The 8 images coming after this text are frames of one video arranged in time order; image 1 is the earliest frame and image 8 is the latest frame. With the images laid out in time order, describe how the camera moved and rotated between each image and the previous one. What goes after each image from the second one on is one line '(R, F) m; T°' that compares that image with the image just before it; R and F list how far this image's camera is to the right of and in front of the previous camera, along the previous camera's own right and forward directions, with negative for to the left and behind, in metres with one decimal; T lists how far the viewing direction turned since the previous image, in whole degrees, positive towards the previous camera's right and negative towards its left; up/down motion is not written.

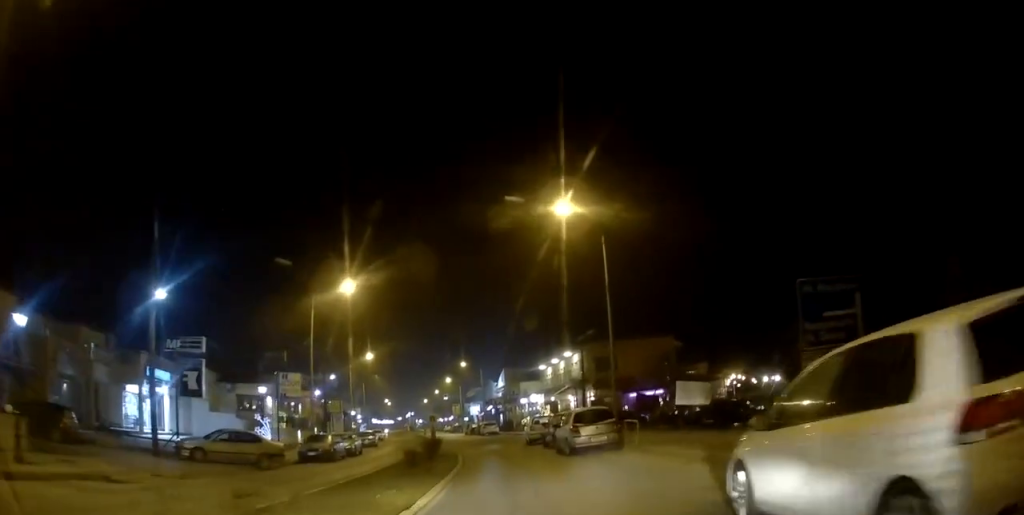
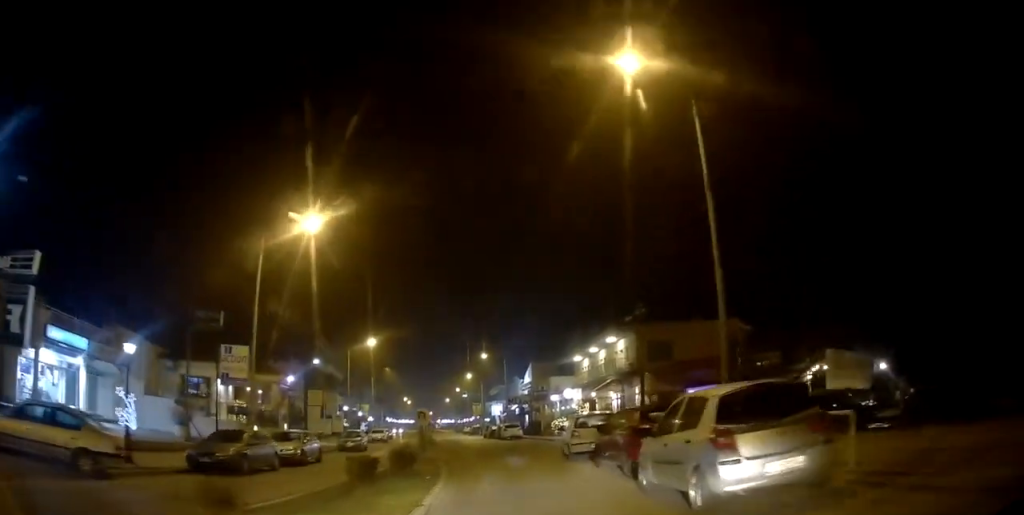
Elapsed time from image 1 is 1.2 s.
(-0.4, +11.7) m; -1°
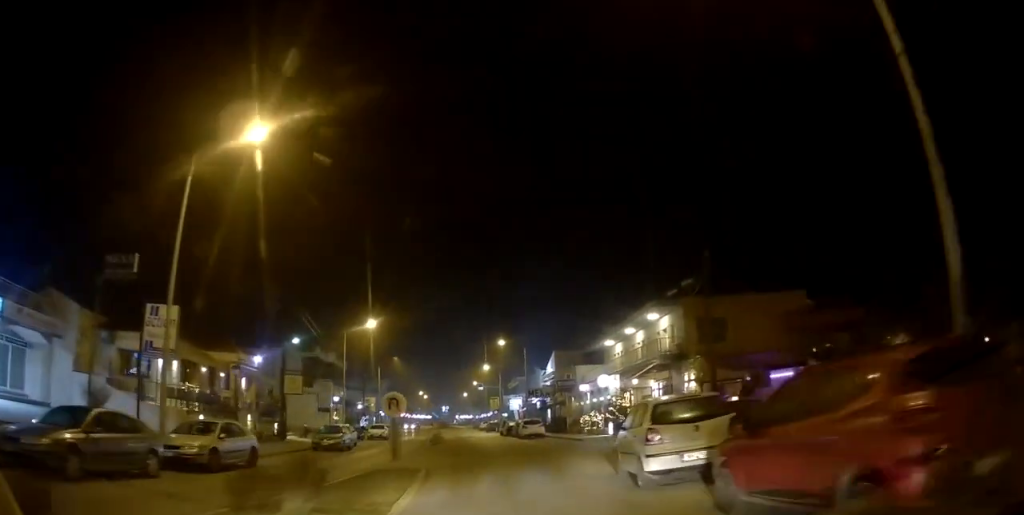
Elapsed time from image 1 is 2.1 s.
(+0.1, +8.2) m; -3°
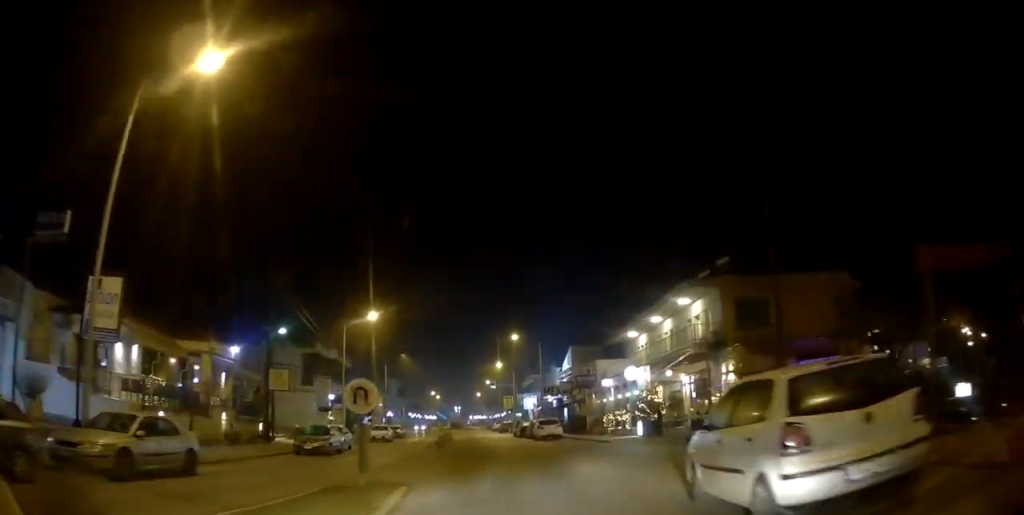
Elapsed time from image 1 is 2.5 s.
(+0.1, +4.3) m; -2°
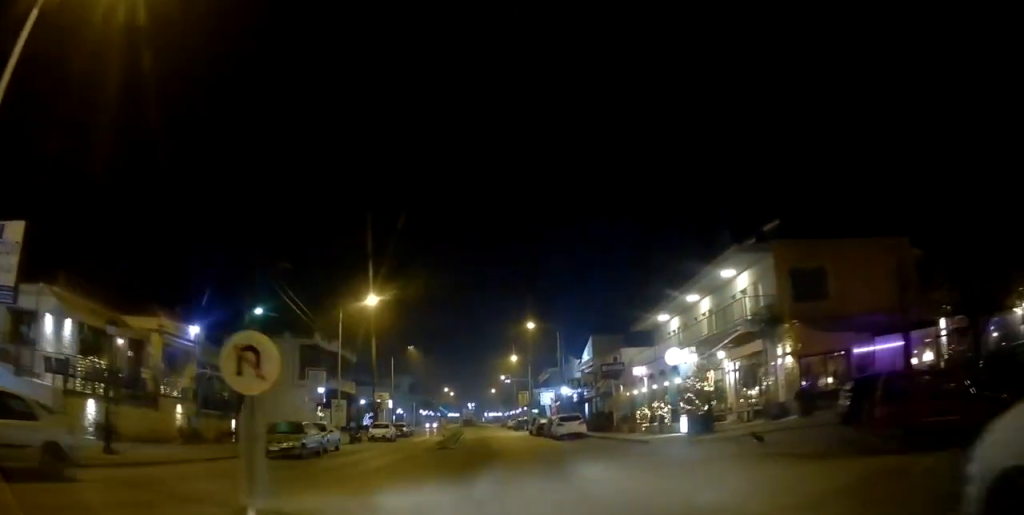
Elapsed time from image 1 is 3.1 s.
(-0.5, +5.1) m; -1°
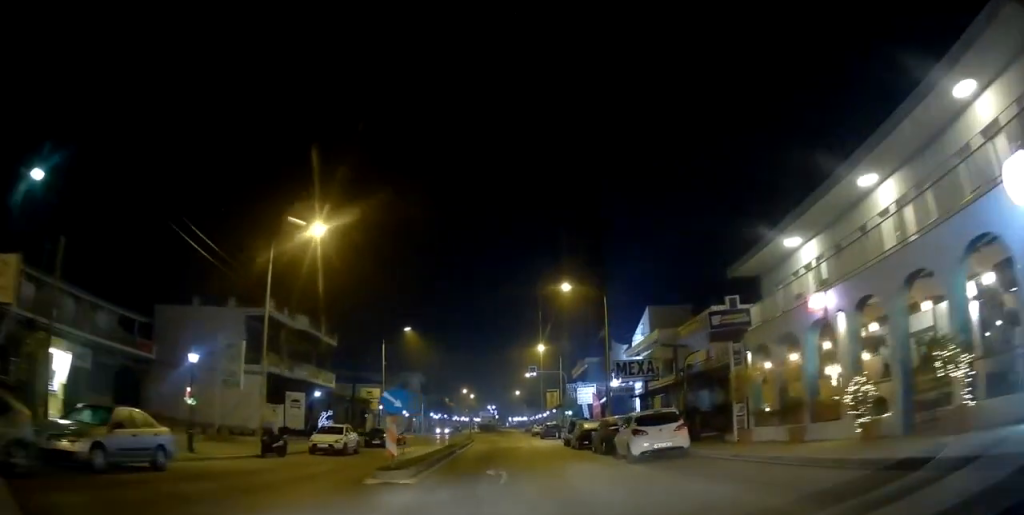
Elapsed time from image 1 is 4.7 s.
(+0.1, +16.7) m; 0°
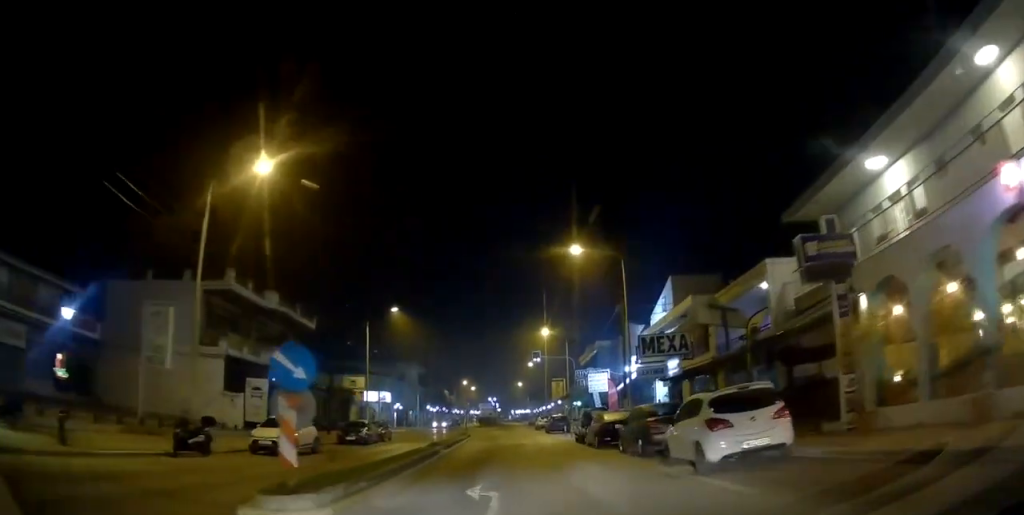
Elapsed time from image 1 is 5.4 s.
(-0.2, +6.5) m; -1°
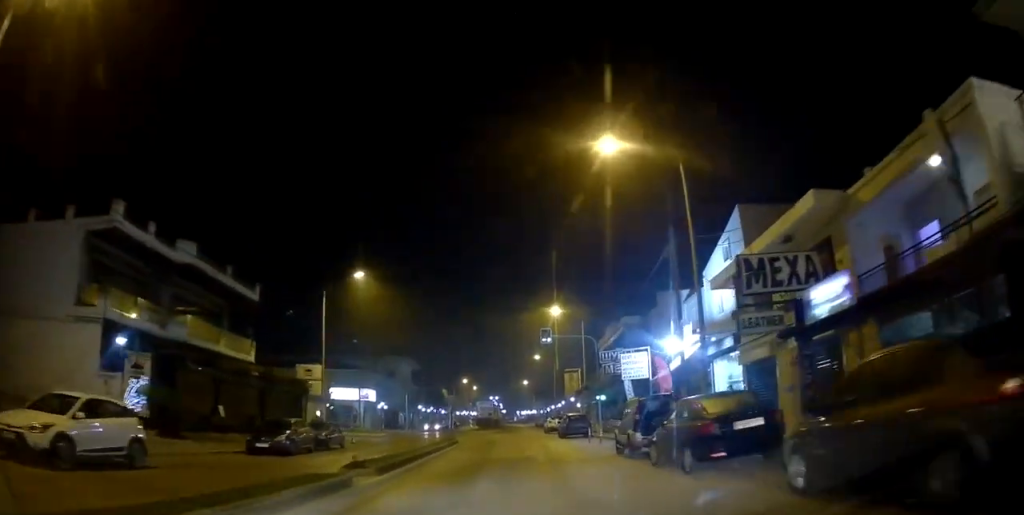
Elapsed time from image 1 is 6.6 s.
(-0.1, +12.4) m; -2°
